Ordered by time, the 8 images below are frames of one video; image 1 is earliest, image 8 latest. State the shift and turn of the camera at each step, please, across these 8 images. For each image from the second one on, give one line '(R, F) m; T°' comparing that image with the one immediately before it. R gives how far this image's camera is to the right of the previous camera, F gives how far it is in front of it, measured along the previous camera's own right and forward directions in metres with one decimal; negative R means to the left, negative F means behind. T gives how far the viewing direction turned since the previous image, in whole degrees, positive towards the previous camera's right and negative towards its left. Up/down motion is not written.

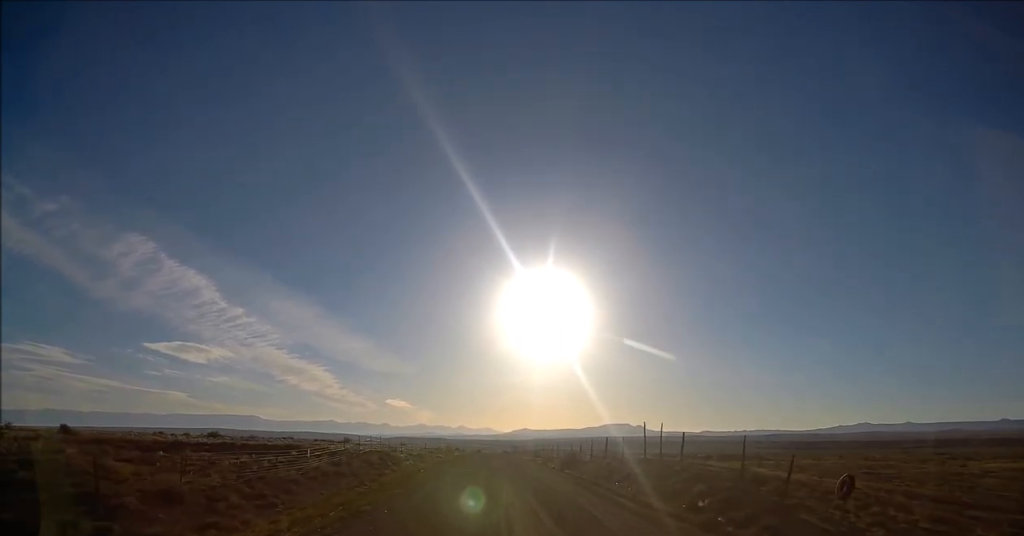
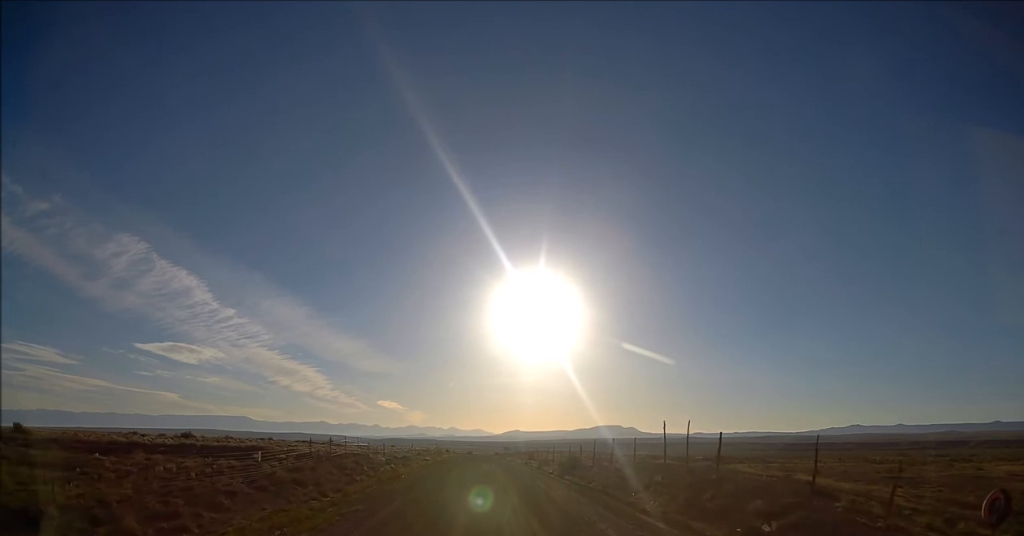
(+0.1, +6.4) m; +1°
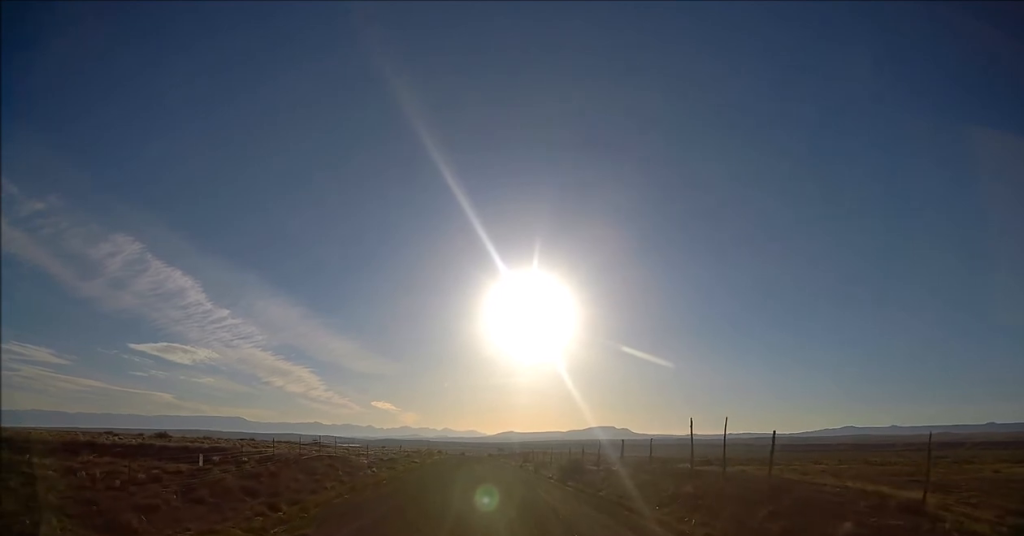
(0.0, +5.7) m; 0°
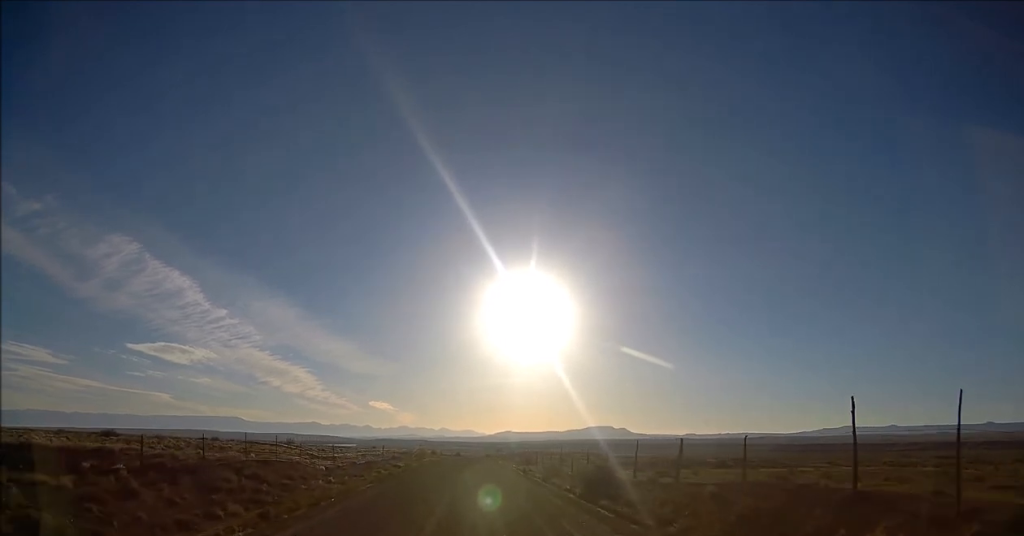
(-0.1, +12.4) m; -1°
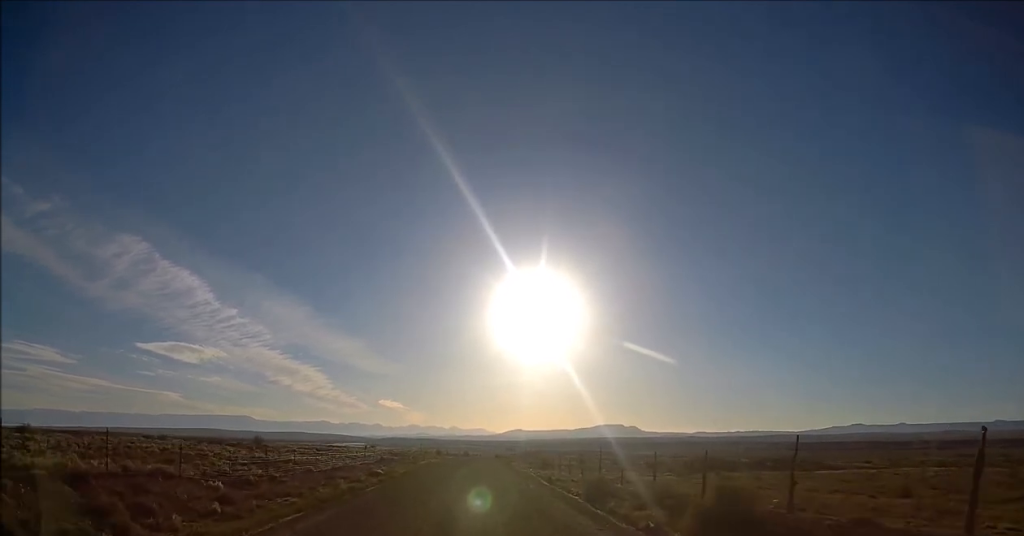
(-0.2, +16.2) m; -1°
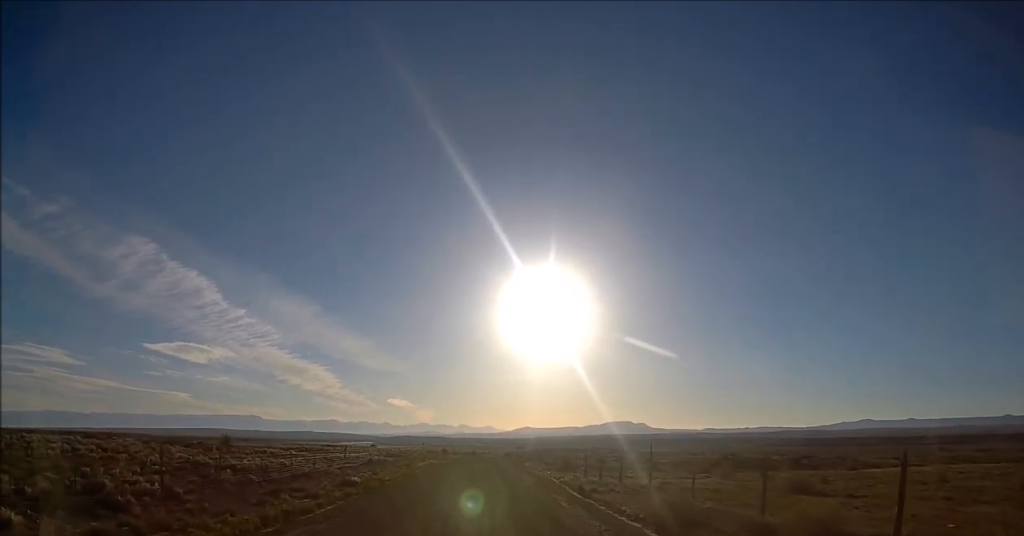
(0.0, +12.1) m; 0°
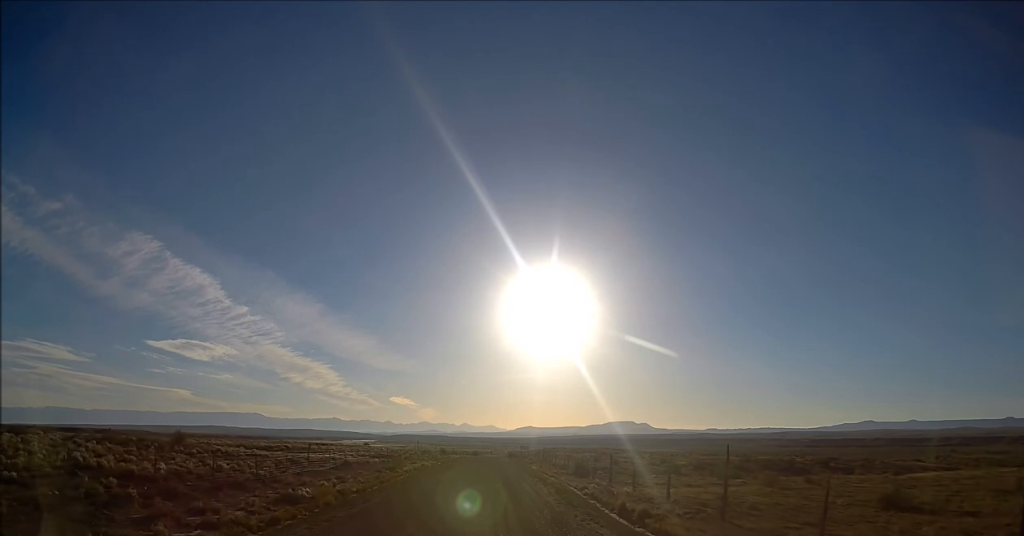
(0.0, +11.2) m; 0°
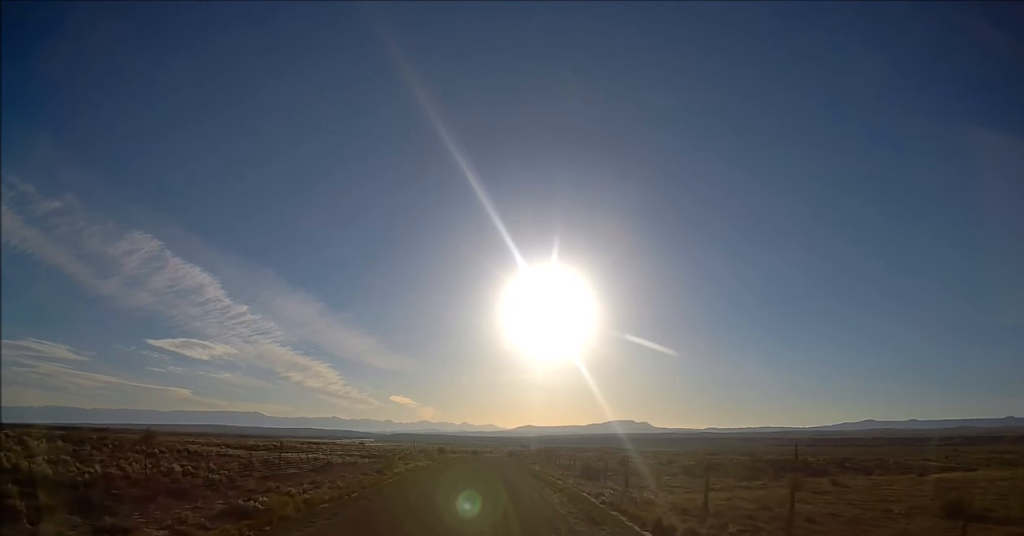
(0.0, +5.4) m; 0°
